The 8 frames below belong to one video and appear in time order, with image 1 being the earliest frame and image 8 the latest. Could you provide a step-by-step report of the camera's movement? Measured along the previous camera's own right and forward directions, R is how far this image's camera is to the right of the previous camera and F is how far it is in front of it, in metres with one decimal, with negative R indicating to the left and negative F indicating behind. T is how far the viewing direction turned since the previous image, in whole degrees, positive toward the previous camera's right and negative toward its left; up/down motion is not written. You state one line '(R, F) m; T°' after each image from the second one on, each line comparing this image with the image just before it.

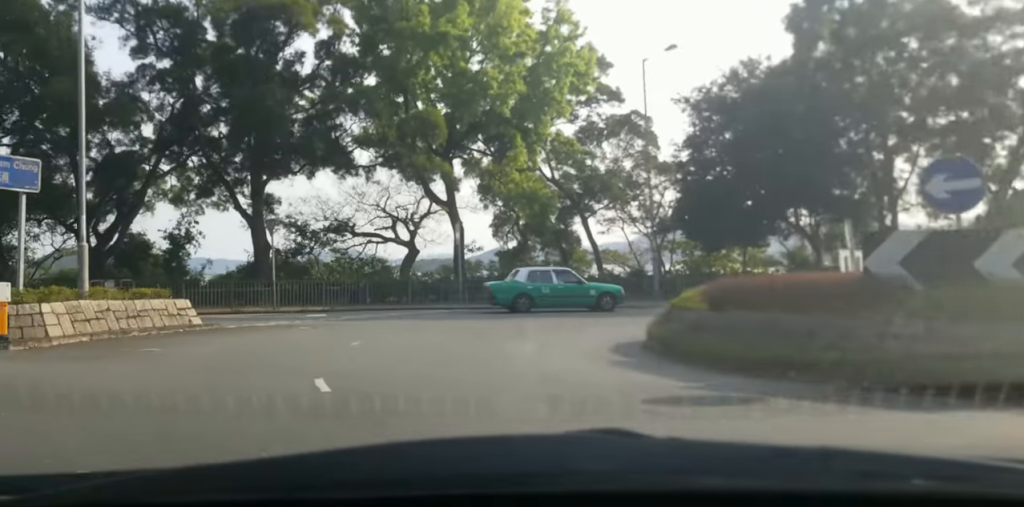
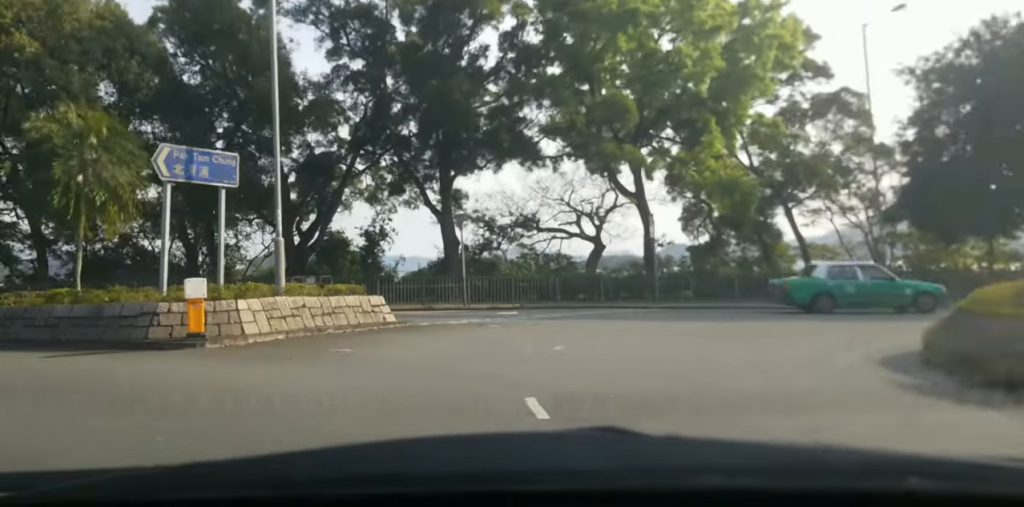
(-0.3, +1.7) m; -7°
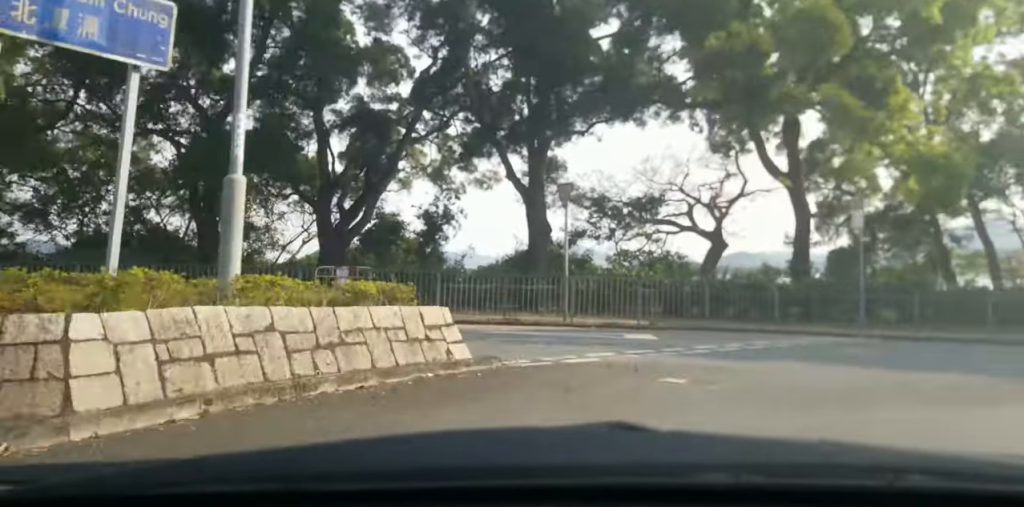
(-0.7, +8.0) m; +2°
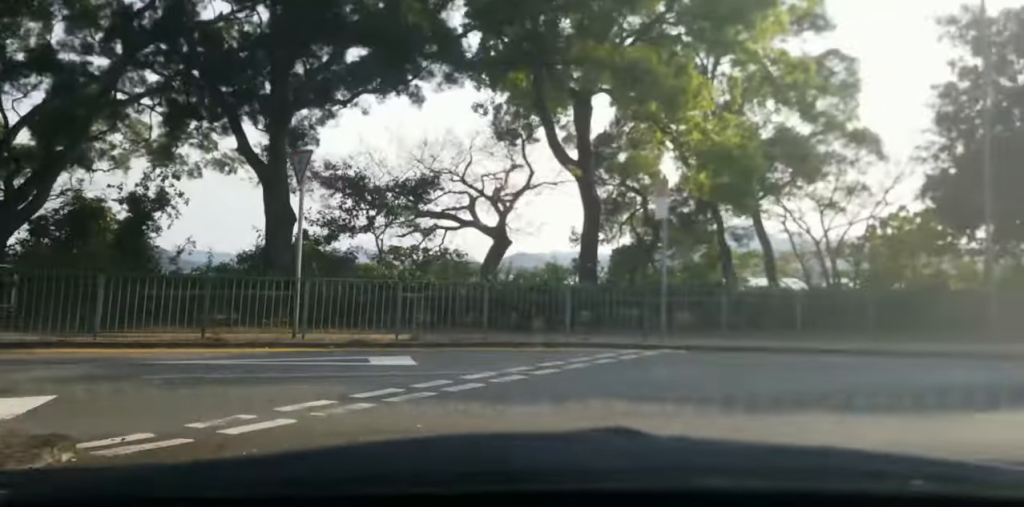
(0.0, +4.1) m; +11°
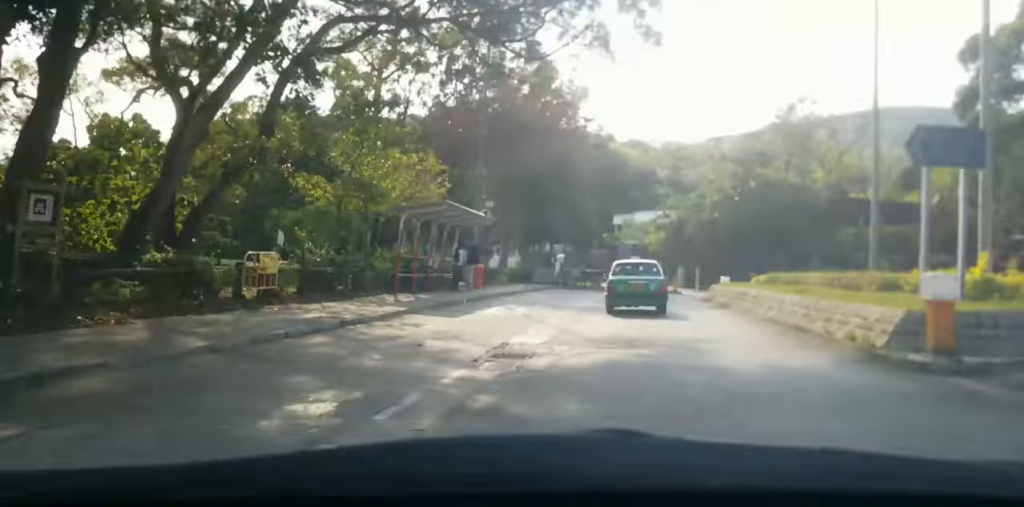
(+10.6, +15.4) m; +60°
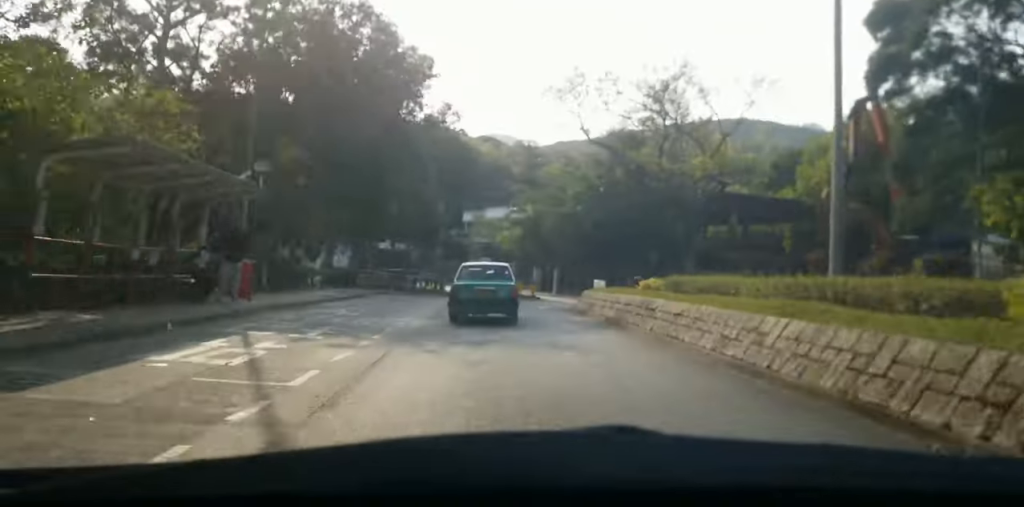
(+0.8, +8.1) m; +13°
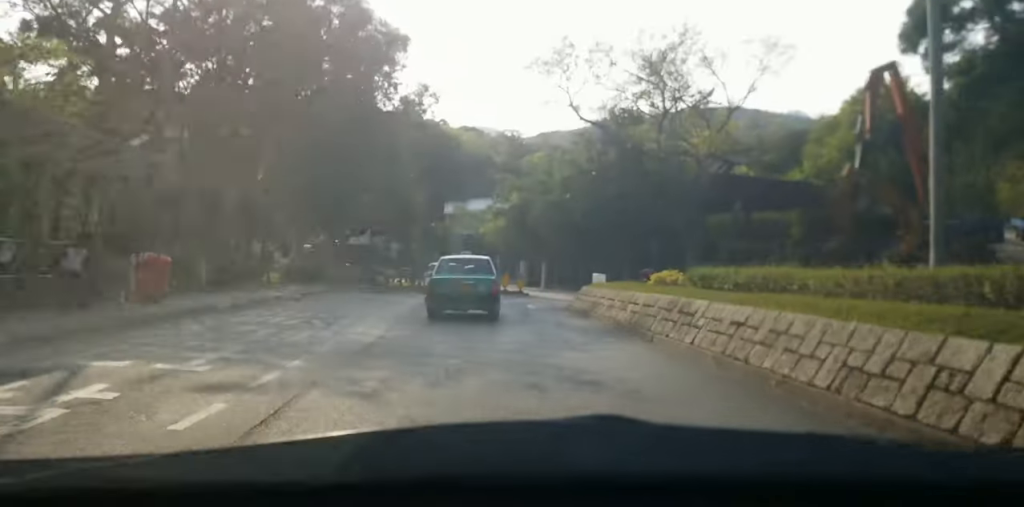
(0.0, +4.0) m; +8°
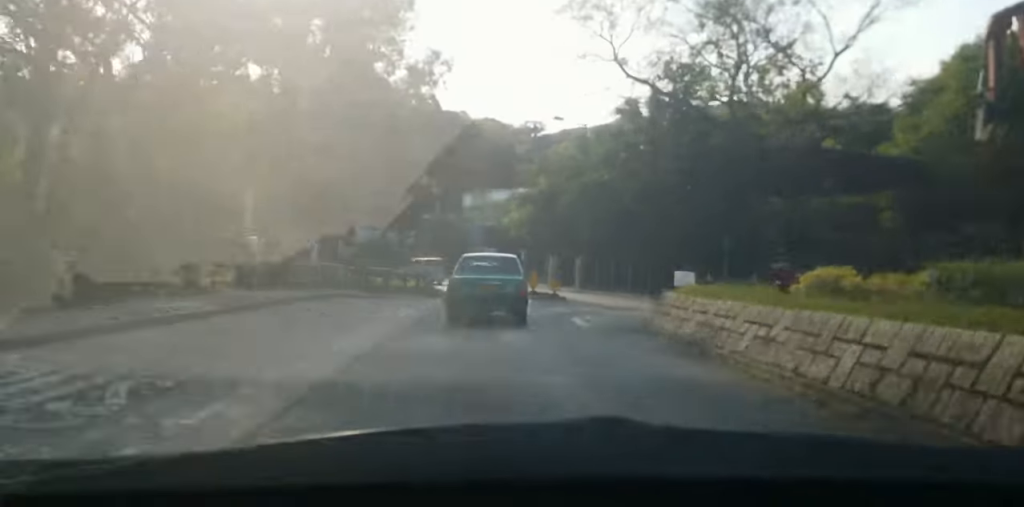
(+1.4, +8.5) m; +7°
